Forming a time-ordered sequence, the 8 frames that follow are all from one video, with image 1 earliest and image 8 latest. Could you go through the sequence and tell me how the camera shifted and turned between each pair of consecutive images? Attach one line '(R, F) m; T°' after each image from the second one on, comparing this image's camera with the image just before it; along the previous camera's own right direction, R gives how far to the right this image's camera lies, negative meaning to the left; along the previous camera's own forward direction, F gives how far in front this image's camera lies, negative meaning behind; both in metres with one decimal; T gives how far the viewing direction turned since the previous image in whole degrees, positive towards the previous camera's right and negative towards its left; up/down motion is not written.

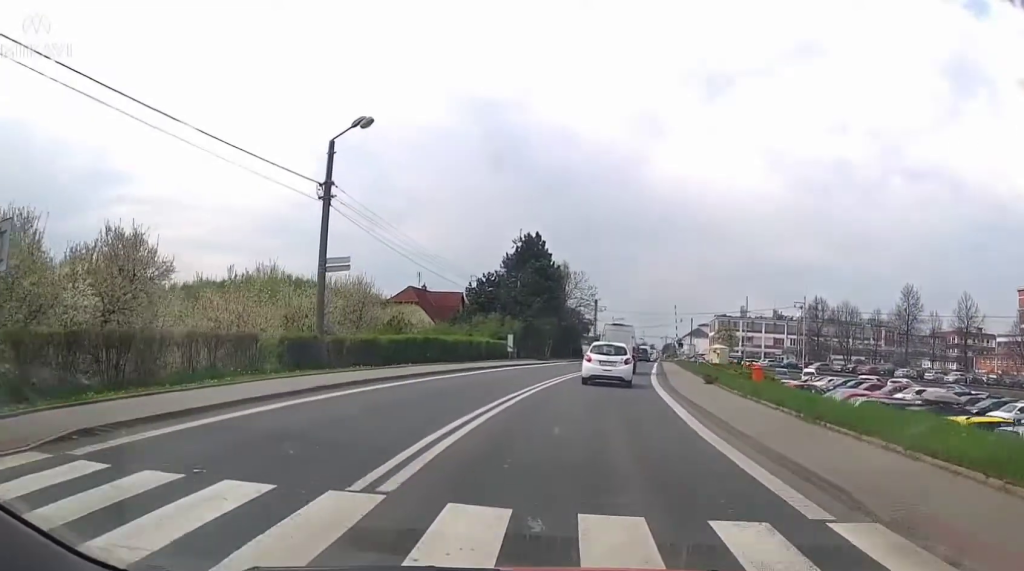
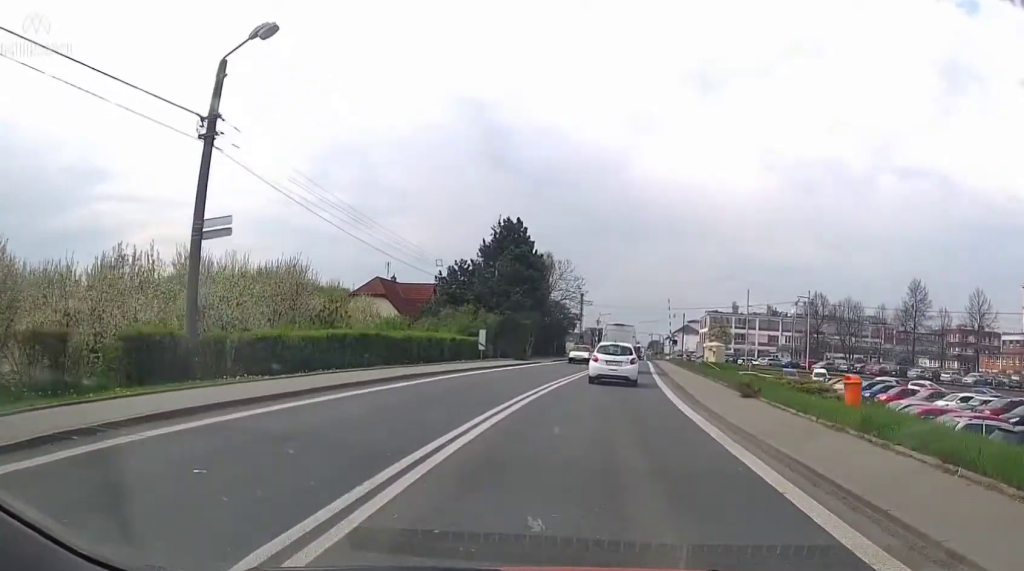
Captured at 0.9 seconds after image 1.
(+0.1, +5.9) m; +1°
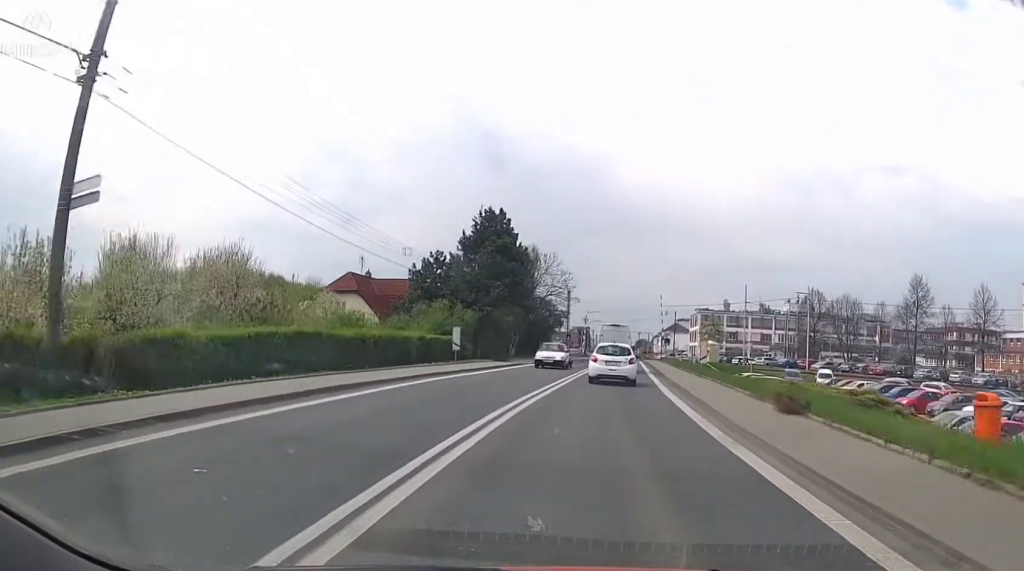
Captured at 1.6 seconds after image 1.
(0.0, +3.9) m; 0°
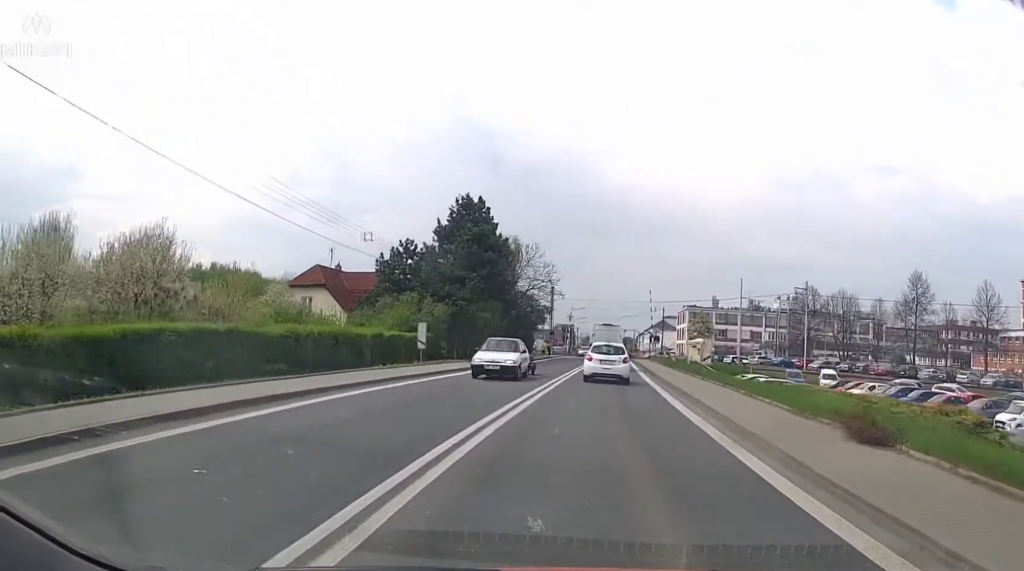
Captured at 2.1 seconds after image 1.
(0.0, +3.7) m; 0°
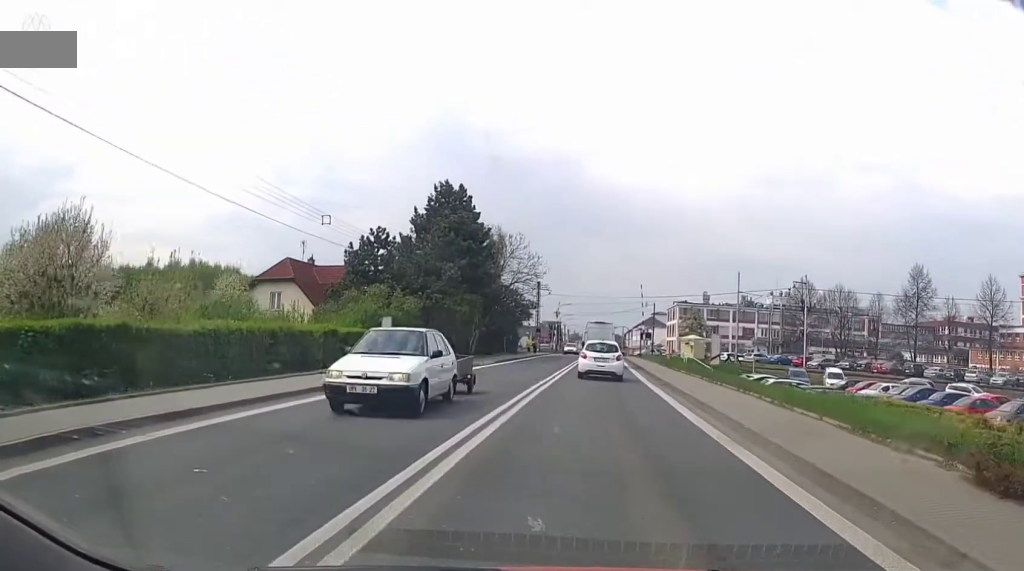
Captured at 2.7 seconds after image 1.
(0.0, +3.6) m; 0°
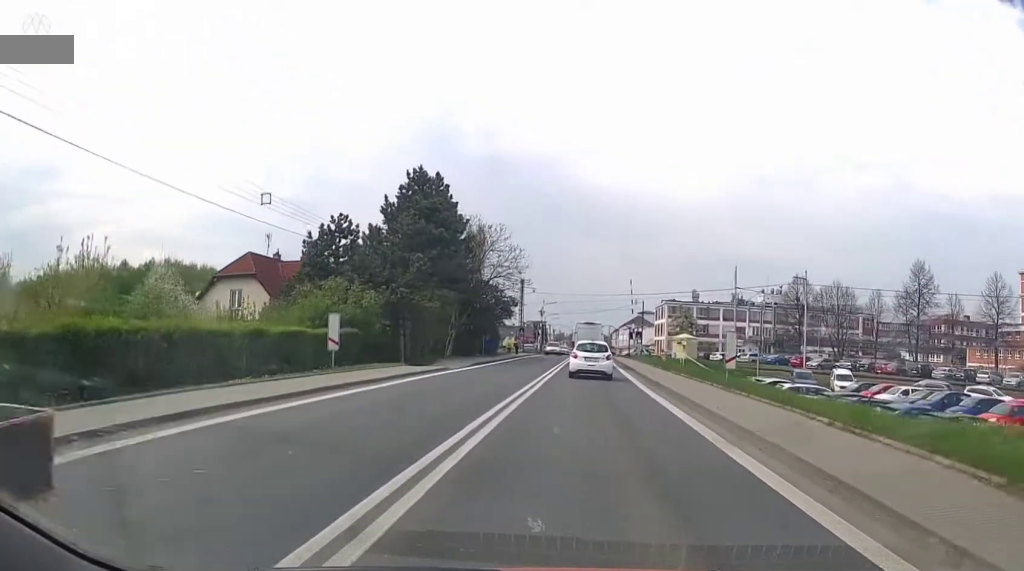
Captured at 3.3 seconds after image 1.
(-0.1, +4.2) m; 0°
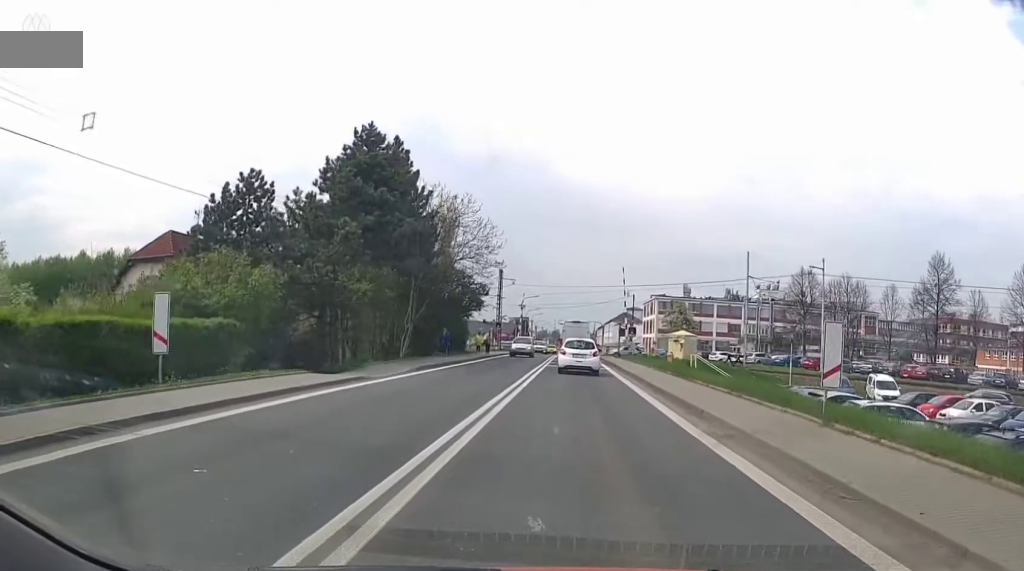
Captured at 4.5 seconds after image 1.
(+0.1, +8.8) m; +2°
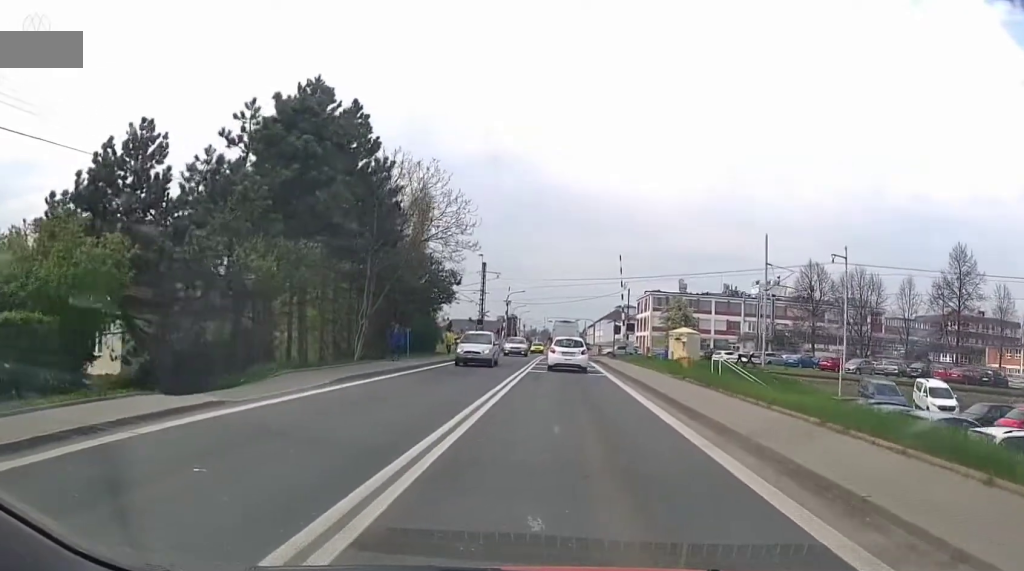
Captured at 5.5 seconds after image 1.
(+0.1, +7.2) m; +3°
